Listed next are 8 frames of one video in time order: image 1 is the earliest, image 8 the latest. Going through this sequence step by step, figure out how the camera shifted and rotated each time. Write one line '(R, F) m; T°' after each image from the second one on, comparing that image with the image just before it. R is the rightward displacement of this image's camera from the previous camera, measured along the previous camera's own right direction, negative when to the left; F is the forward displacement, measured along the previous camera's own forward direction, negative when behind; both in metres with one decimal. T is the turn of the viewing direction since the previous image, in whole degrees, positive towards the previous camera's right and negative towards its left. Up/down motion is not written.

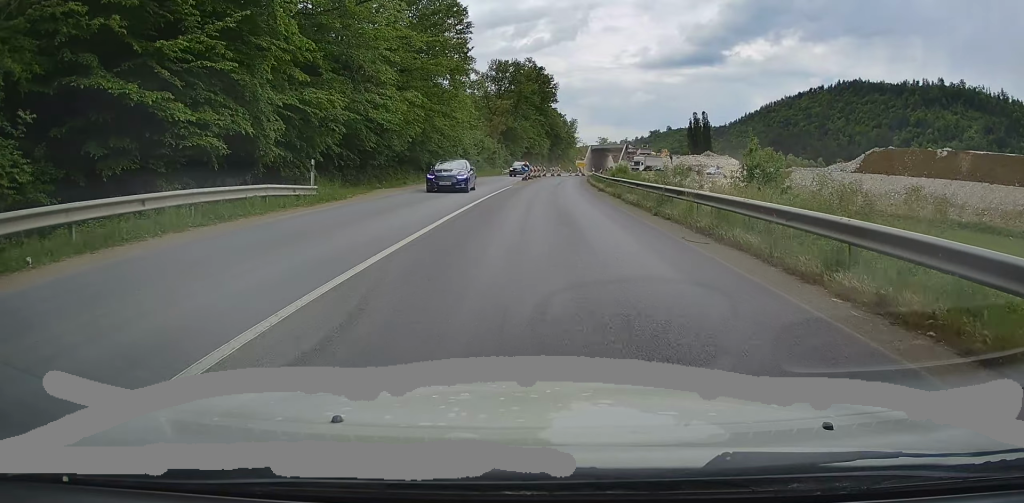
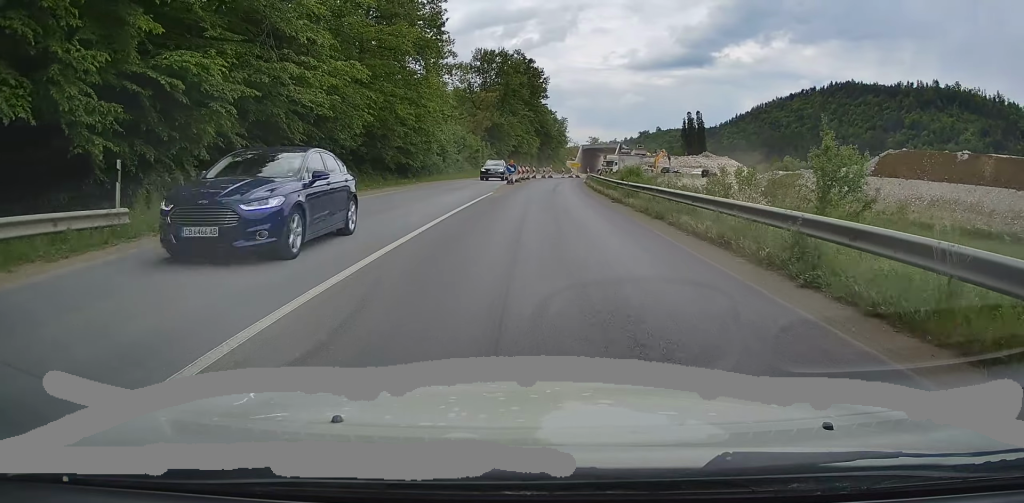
(0.0, +10.1) m; 0°
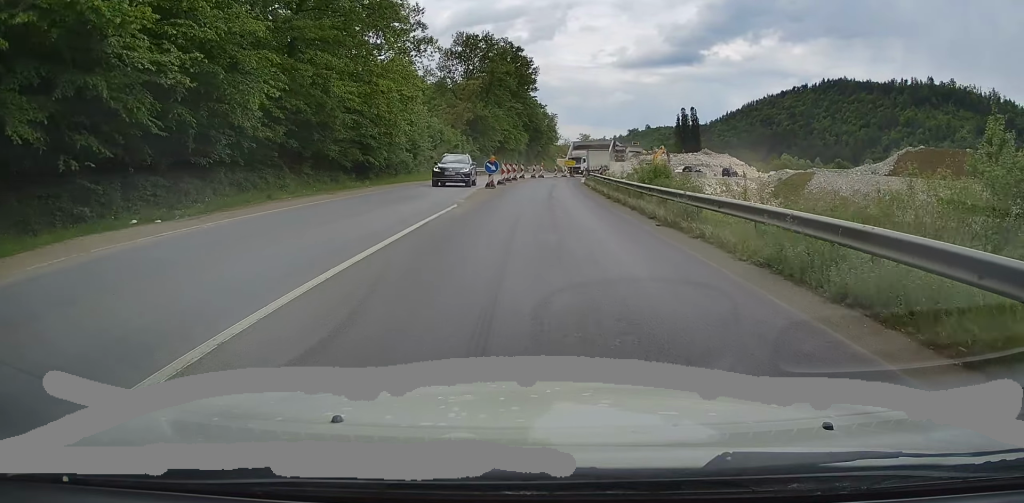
(-0.2, +10.5) m; 0°
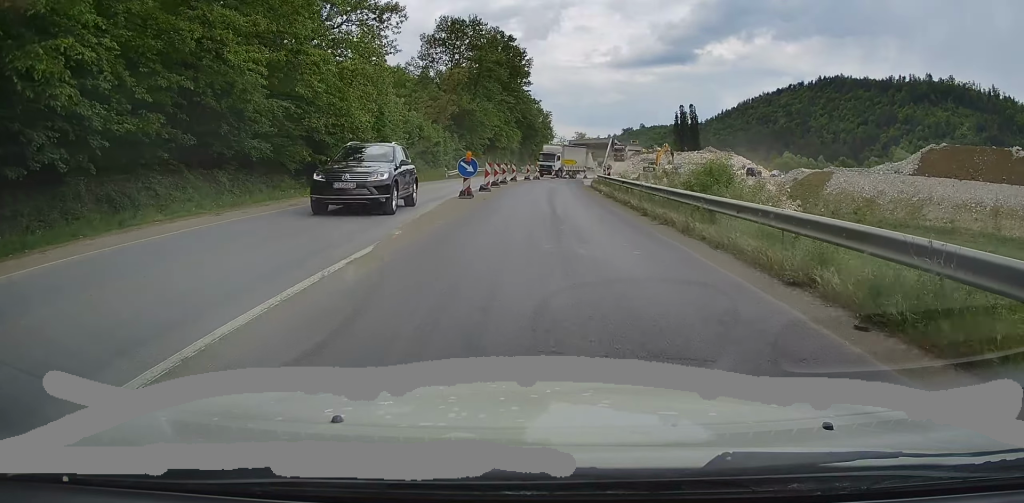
(+0.3, +9.2) m; +1°
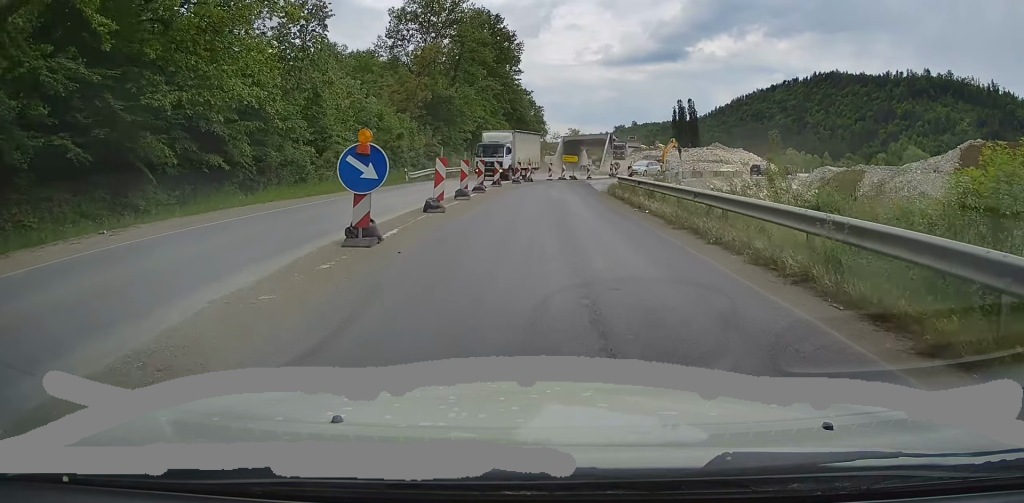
(+0.2, +12.9) m; +1°
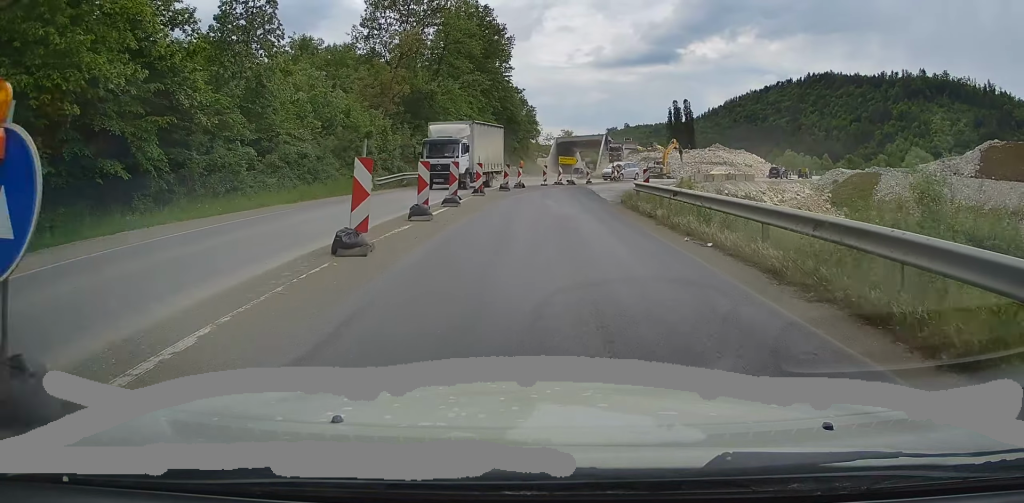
(+0.1, +6.7) m; 0°
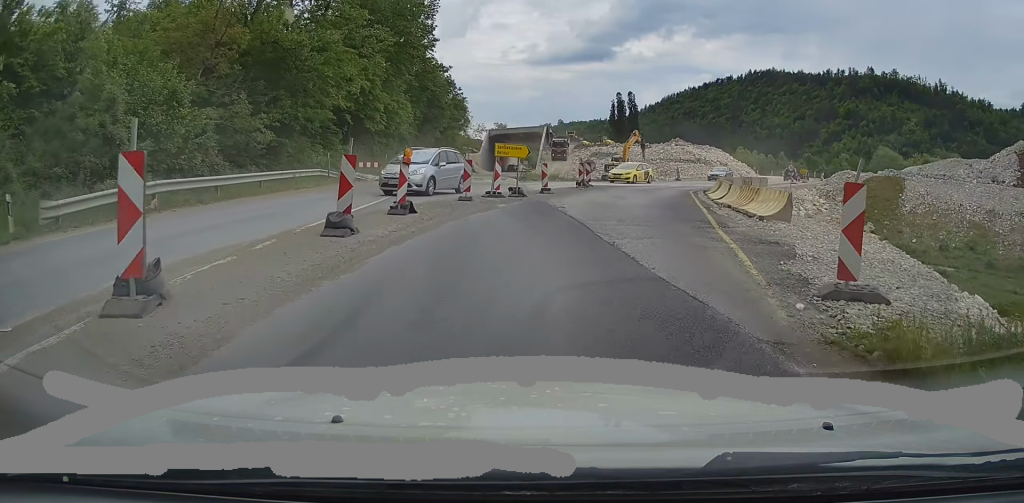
(+0.9, +19.9) m; +10°
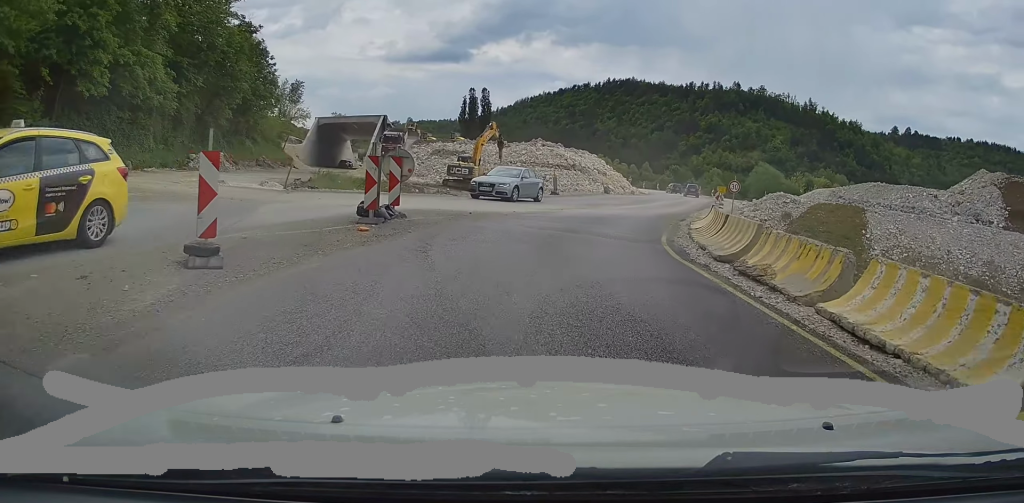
(+2.6, +19.9) m; +13°
